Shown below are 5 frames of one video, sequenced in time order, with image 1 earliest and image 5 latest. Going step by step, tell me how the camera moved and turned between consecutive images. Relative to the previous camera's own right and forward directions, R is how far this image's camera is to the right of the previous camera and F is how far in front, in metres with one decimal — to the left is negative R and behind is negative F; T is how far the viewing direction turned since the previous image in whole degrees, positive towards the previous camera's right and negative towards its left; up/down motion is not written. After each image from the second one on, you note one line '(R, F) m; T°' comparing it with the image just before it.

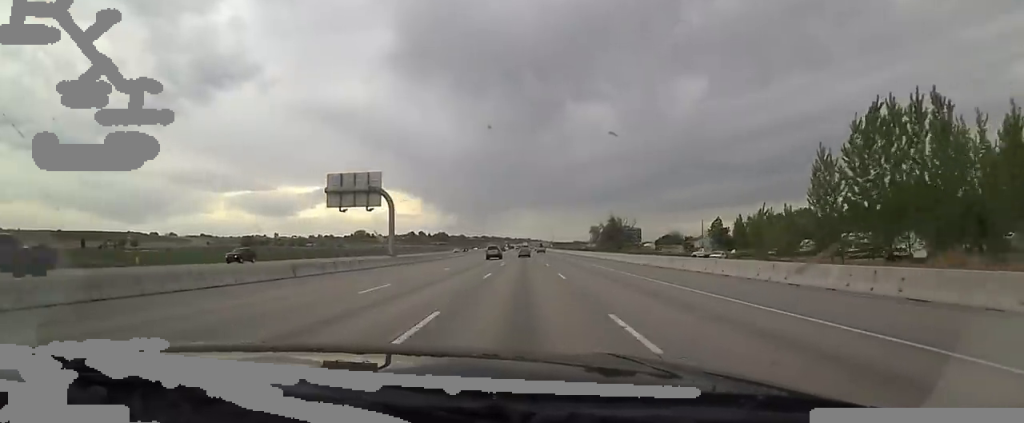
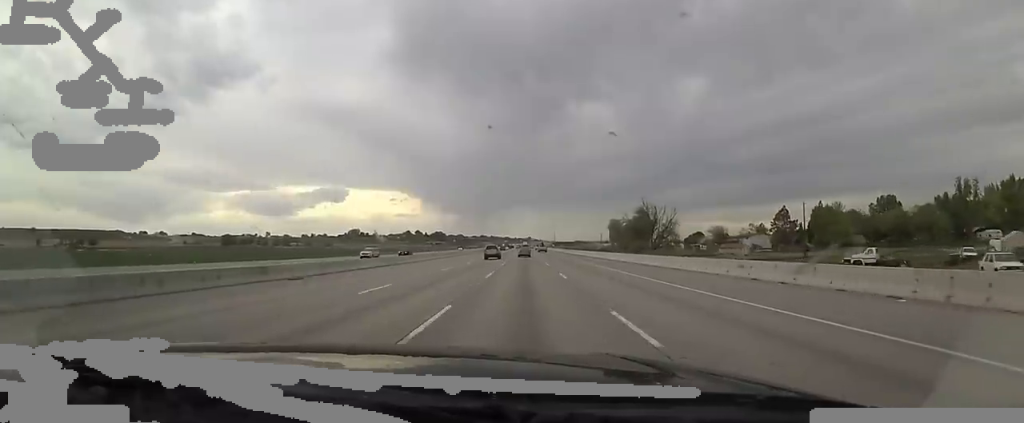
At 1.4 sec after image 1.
(0.0, +45.8) m; 0°
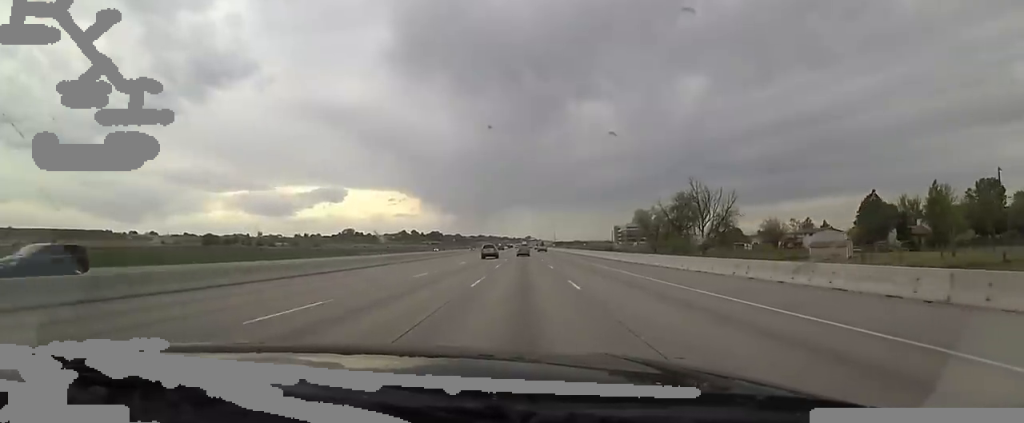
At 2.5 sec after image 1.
(0.0, +37.4) m; 0°
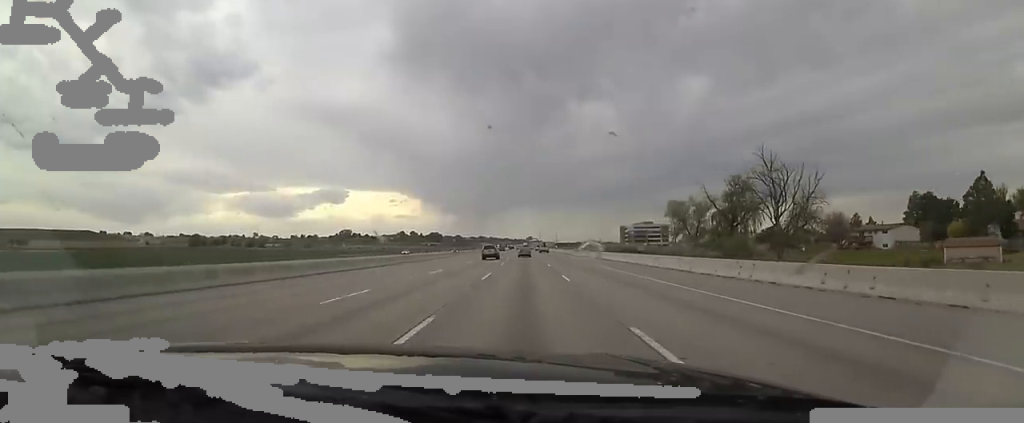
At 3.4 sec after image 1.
(0.0, +26.6) m; 0°
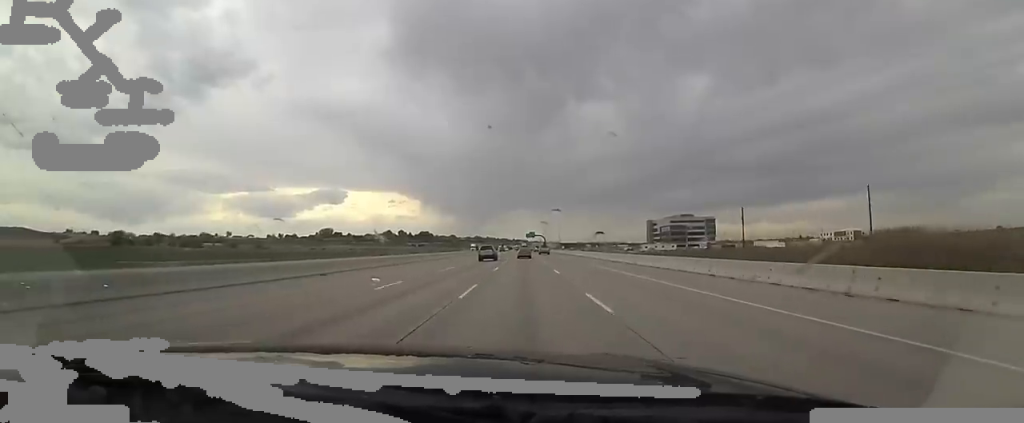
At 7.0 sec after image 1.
(0.0, +114.8) m; 0°
